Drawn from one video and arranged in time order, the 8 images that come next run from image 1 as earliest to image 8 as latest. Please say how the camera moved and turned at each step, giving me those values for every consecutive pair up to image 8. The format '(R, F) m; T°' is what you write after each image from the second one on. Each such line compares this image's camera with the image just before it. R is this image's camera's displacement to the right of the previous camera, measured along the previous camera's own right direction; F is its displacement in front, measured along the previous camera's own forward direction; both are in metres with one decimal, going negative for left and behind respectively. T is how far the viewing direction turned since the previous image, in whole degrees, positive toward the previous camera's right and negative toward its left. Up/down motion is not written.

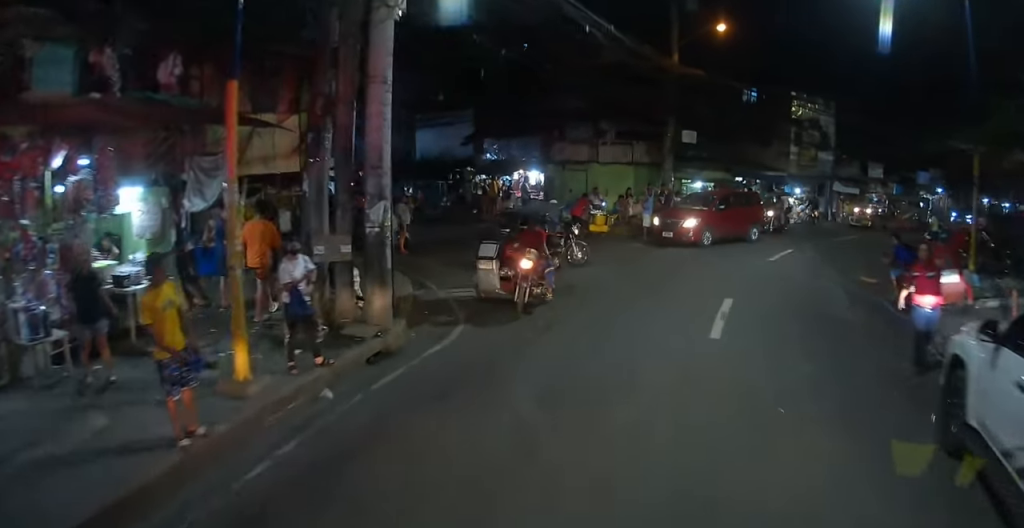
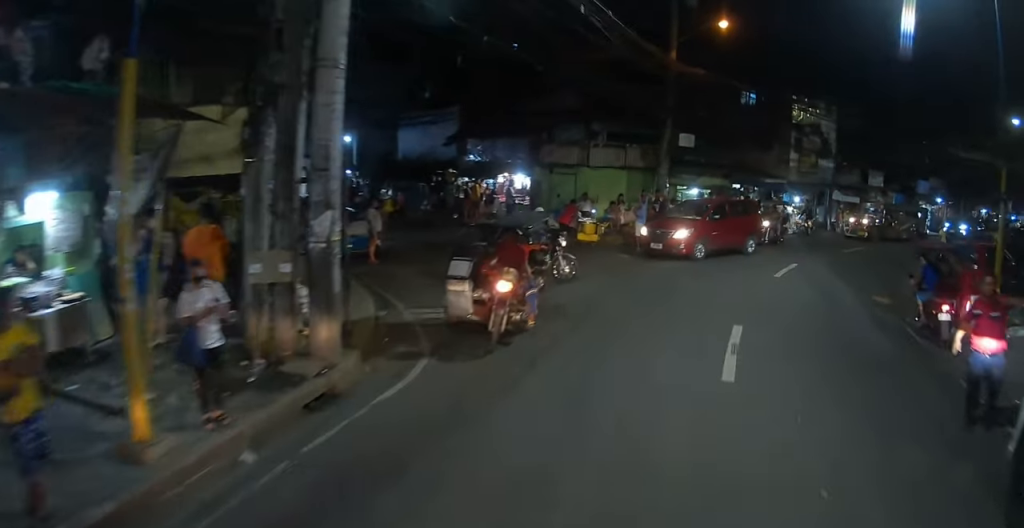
(-0.3, +1.4) m; -4°
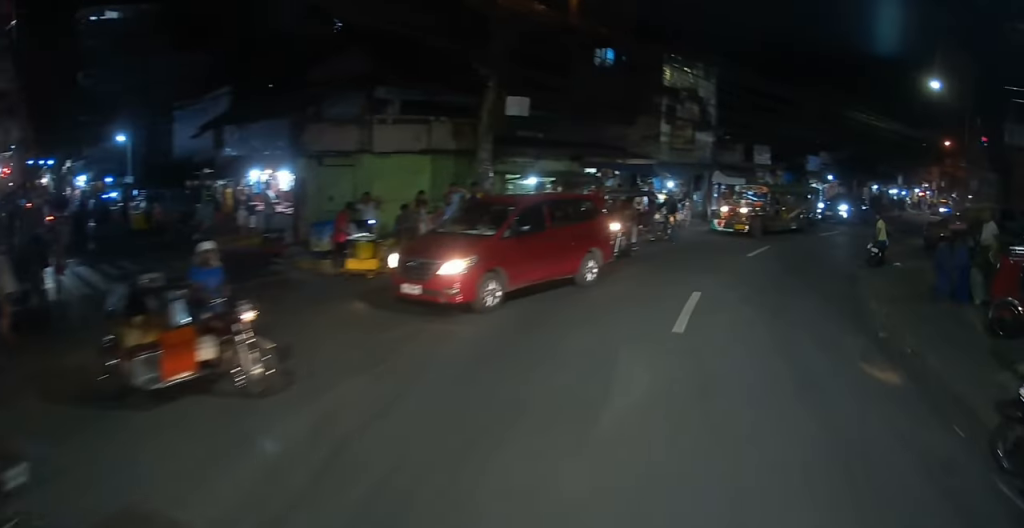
(+1.2, +6.6) m; +21°
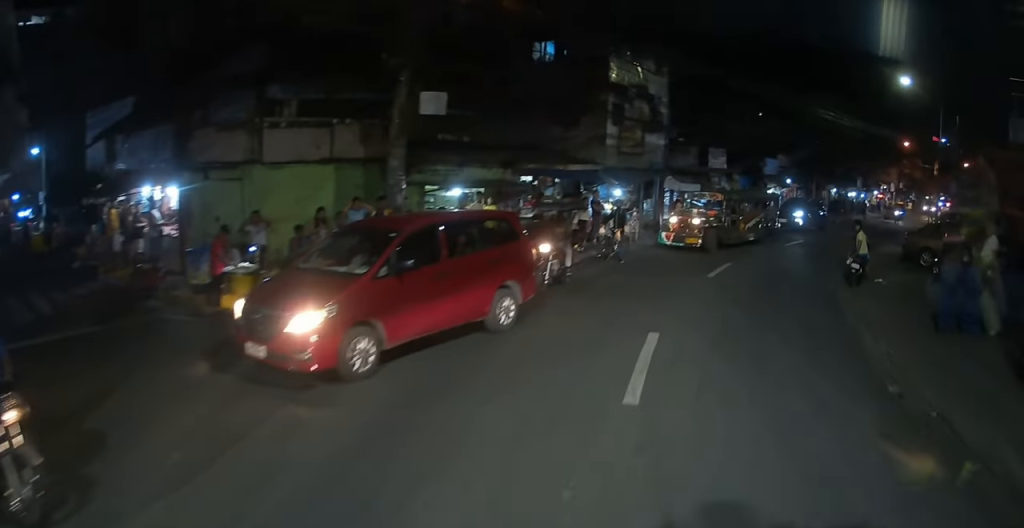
(+0.1, +2.6) m; +6°
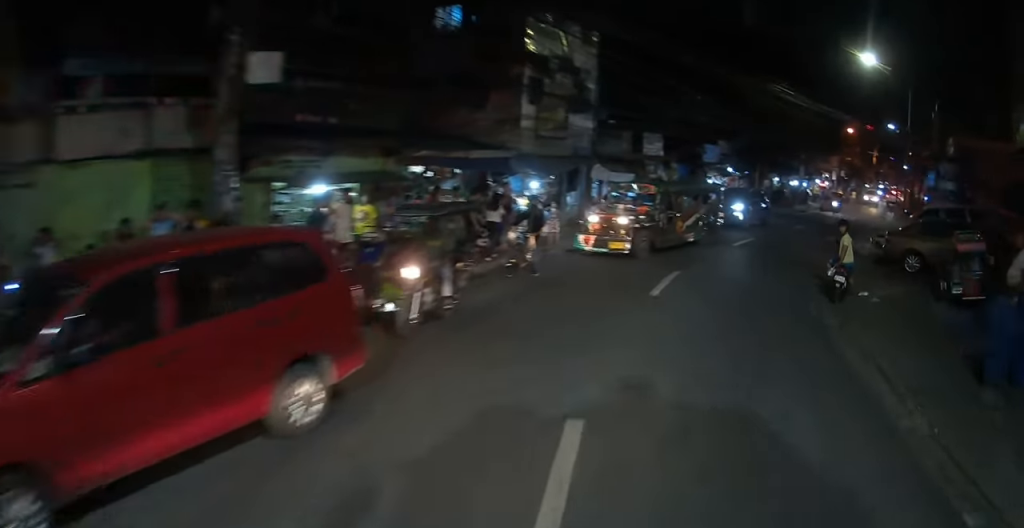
(+0.3, +3.2) m; +2°
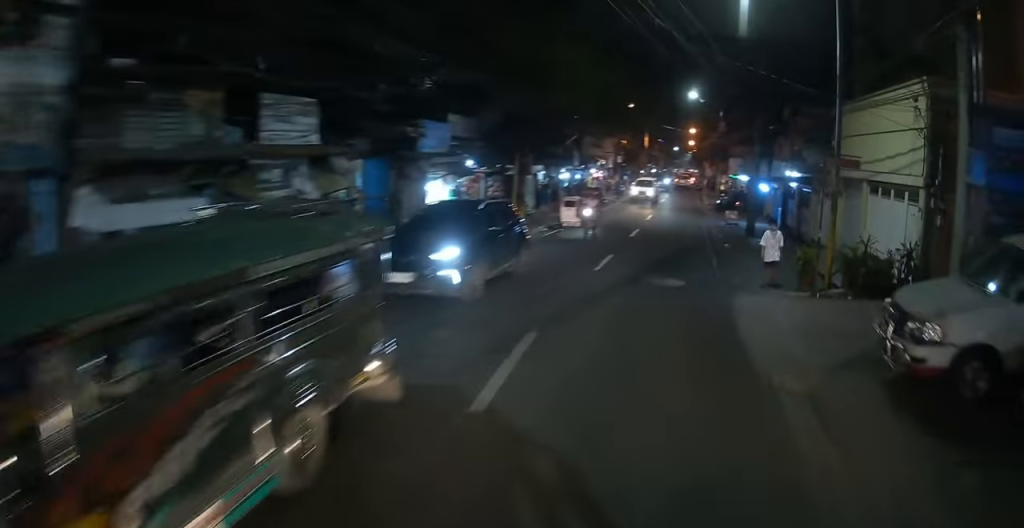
(+2.8, +12.8) m; +24°
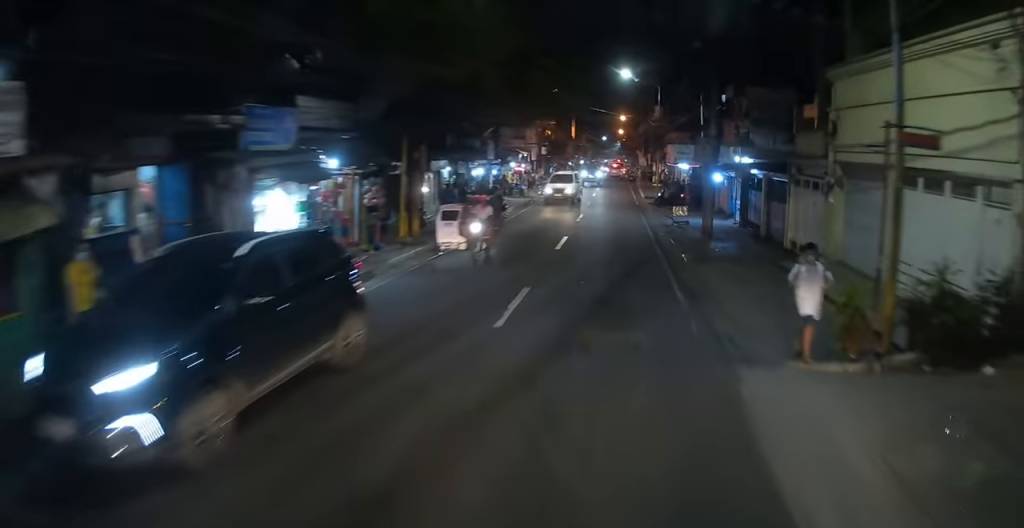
(+0.1, +5.5) m; +1°
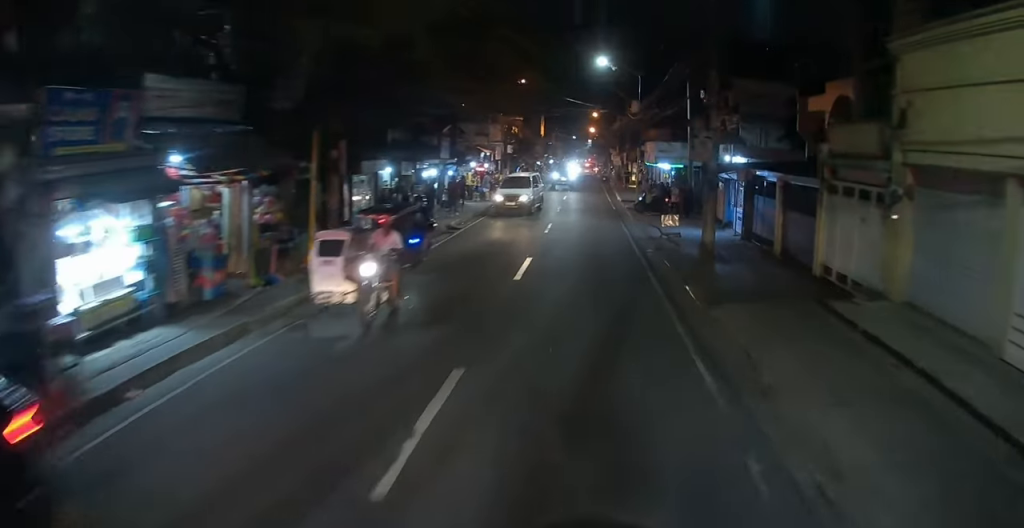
(-0.1, +4.7) m; +1°
